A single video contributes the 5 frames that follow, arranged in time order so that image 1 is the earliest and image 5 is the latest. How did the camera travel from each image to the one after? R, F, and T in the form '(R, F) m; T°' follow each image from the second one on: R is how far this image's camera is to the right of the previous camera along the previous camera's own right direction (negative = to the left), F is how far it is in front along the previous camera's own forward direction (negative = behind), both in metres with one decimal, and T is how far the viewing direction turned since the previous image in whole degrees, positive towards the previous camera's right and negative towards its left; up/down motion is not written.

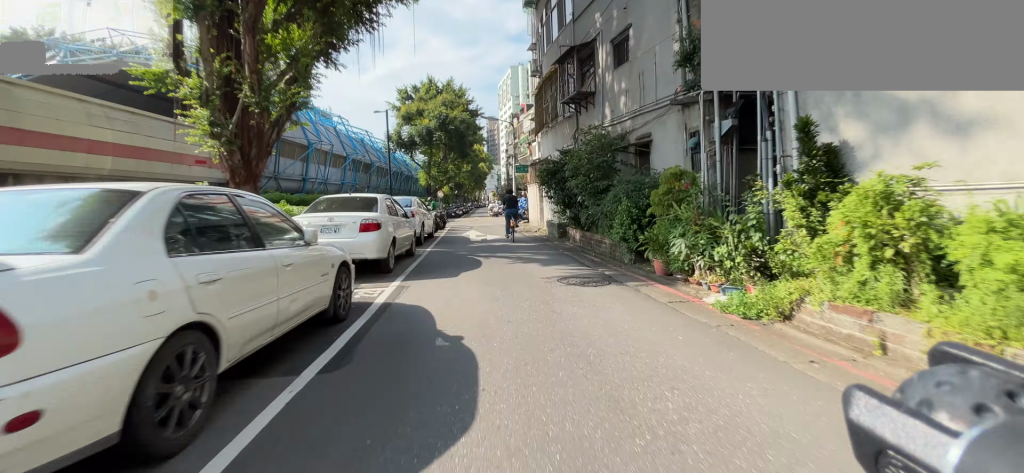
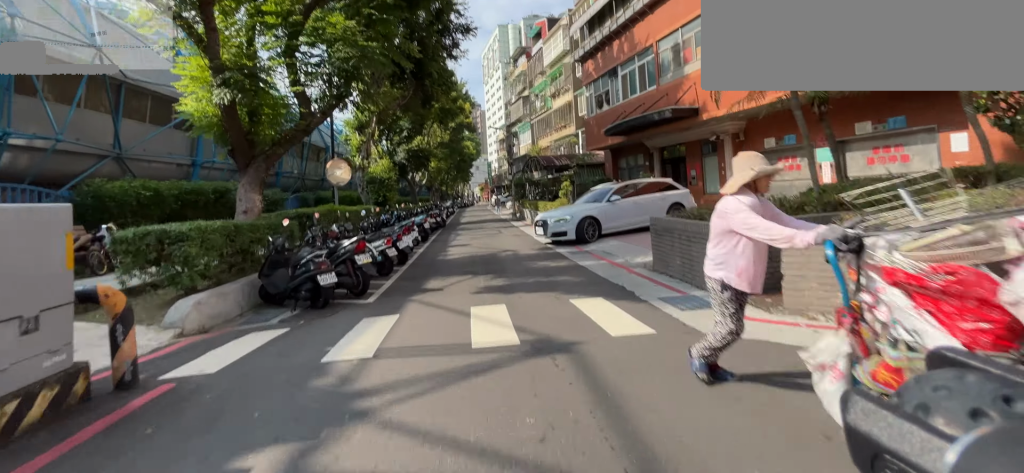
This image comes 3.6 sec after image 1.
(+0.6, +26.5) m; +3°
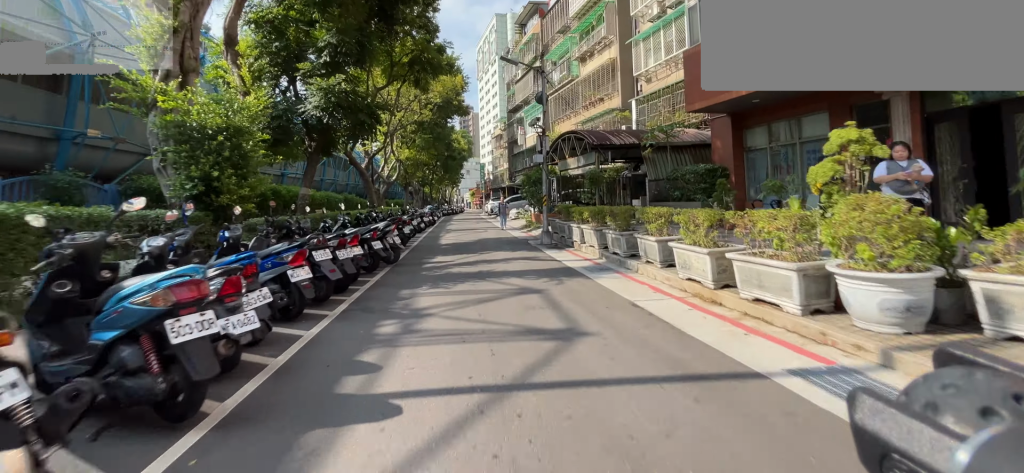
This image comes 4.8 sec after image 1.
(+0.1, +12.0) m; +1°
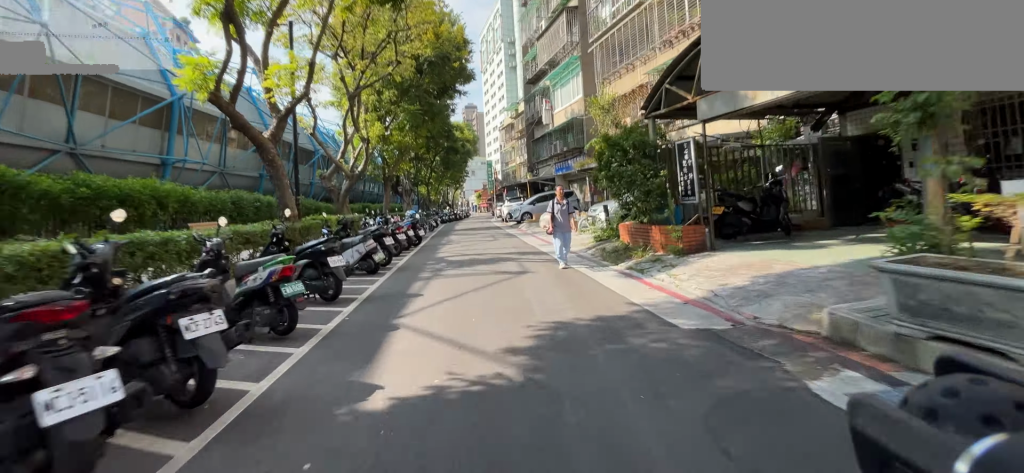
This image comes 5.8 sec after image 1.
(0.0, +12.5) m; 0°
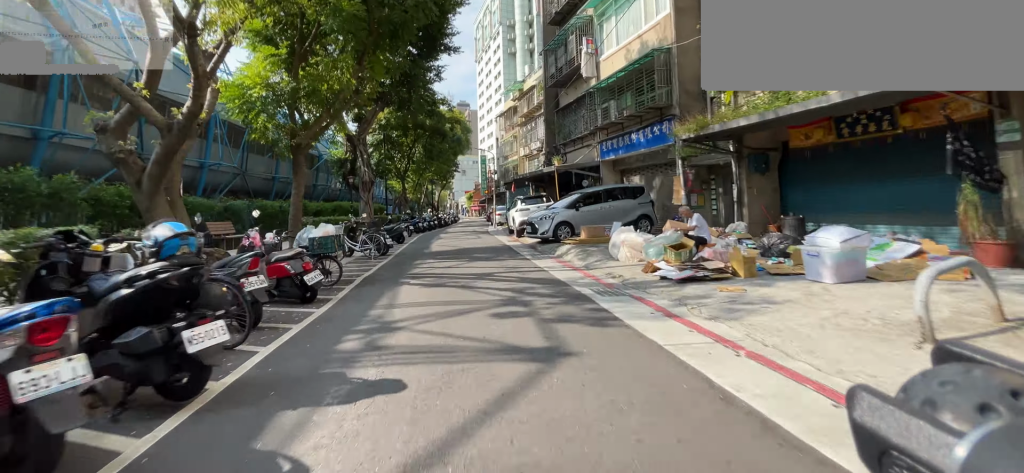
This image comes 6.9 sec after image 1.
(-0.1, +14.4) m; +1°
